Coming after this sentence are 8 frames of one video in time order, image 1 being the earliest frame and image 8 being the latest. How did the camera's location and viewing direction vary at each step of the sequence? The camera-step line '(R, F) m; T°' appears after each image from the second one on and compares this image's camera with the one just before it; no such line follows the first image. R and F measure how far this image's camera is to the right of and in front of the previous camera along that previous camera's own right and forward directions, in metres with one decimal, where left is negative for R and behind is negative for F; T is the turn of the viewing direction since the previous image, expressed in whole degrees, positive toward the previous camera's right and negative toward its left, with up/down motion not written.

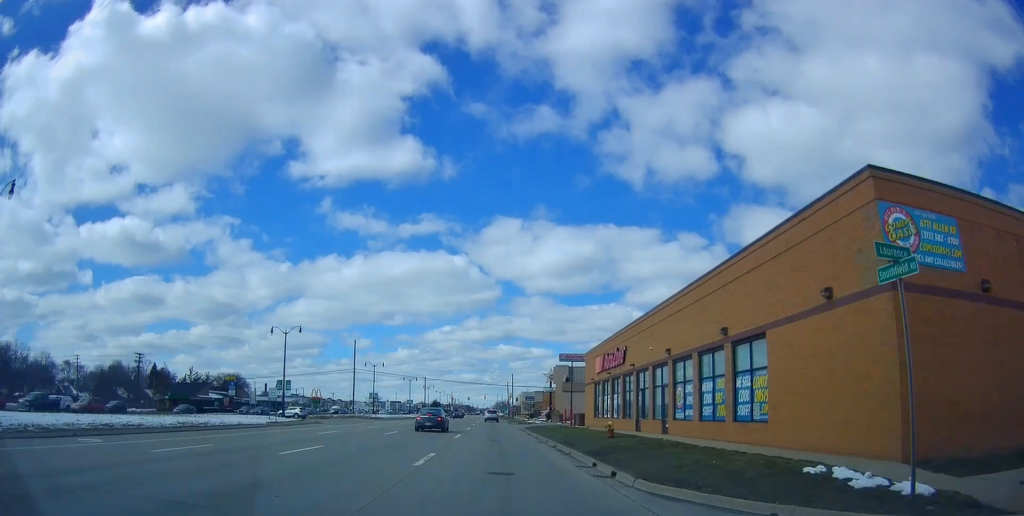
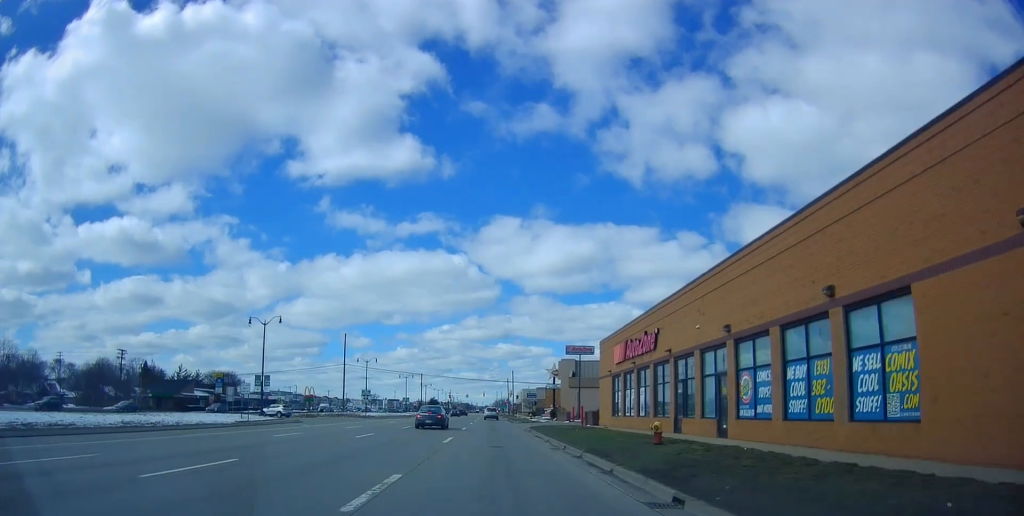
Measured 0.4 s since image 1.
(-0.3, +6.7) m; -1°
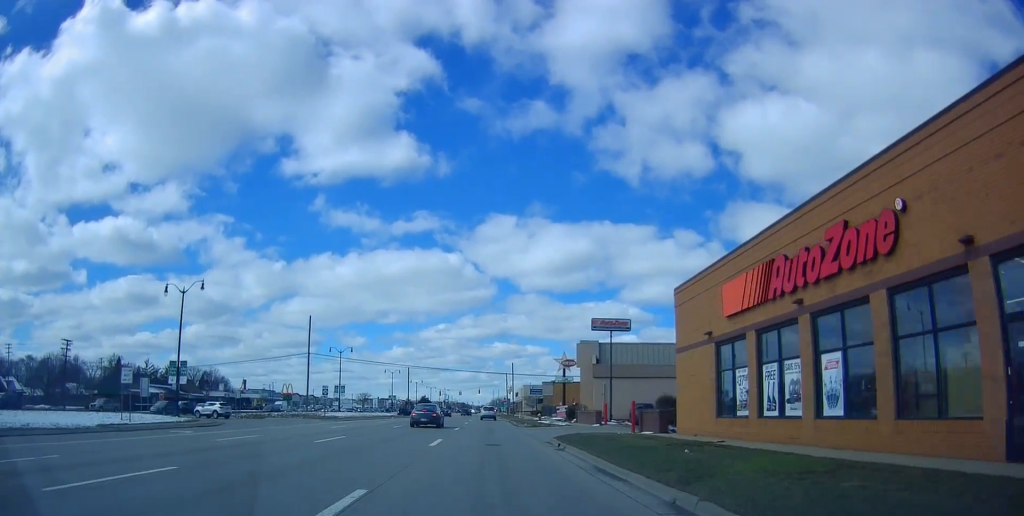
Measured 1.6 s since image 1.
(-0.3, +17.9) m; -1°
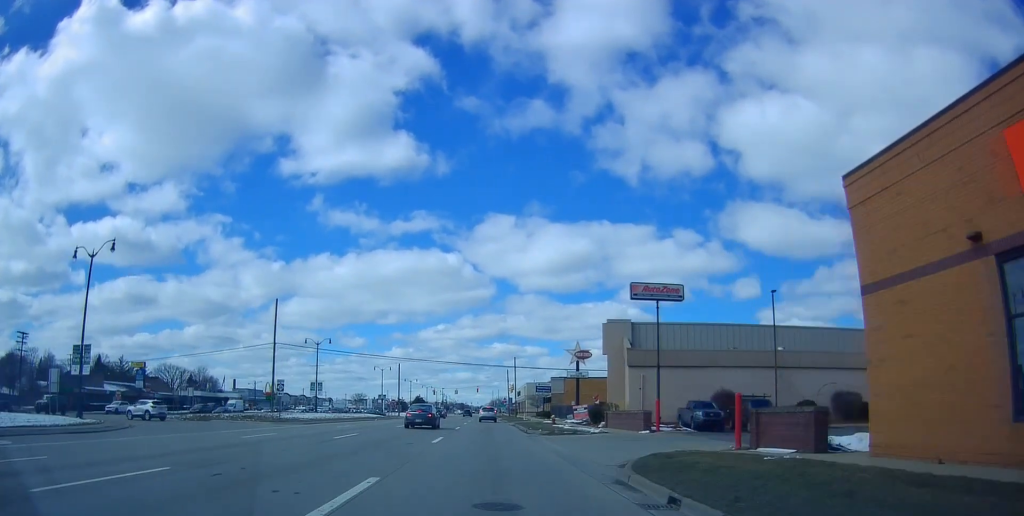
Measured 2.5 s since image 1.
(0.0, +13.3) m; +1°
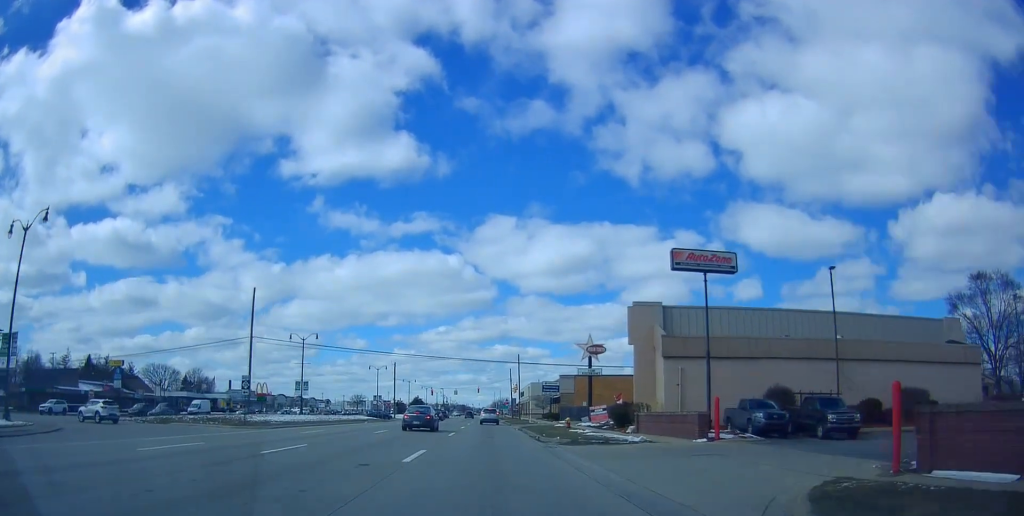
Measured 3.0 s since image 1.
(-0.1, +7.7) m; +1°
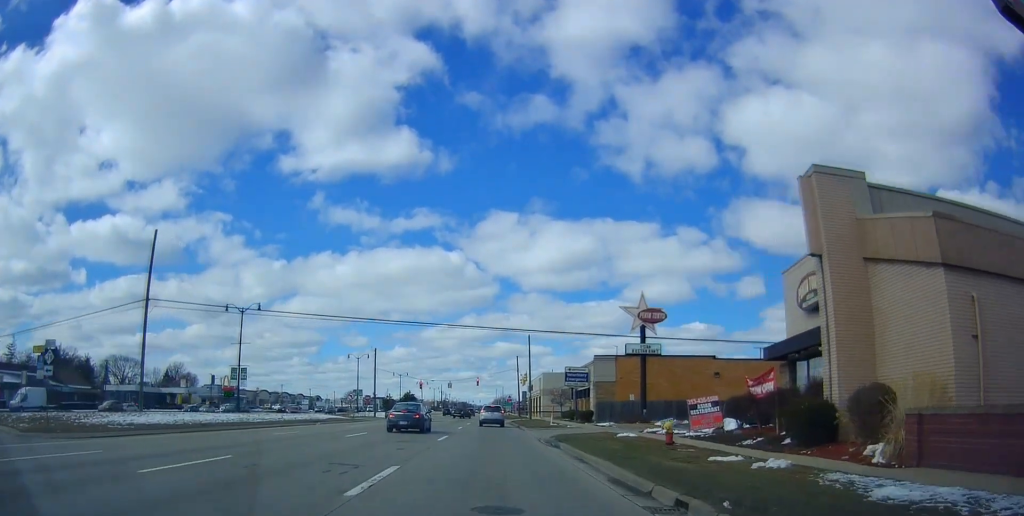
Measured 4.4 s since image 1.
(+0.2, +22.0) m; 0°
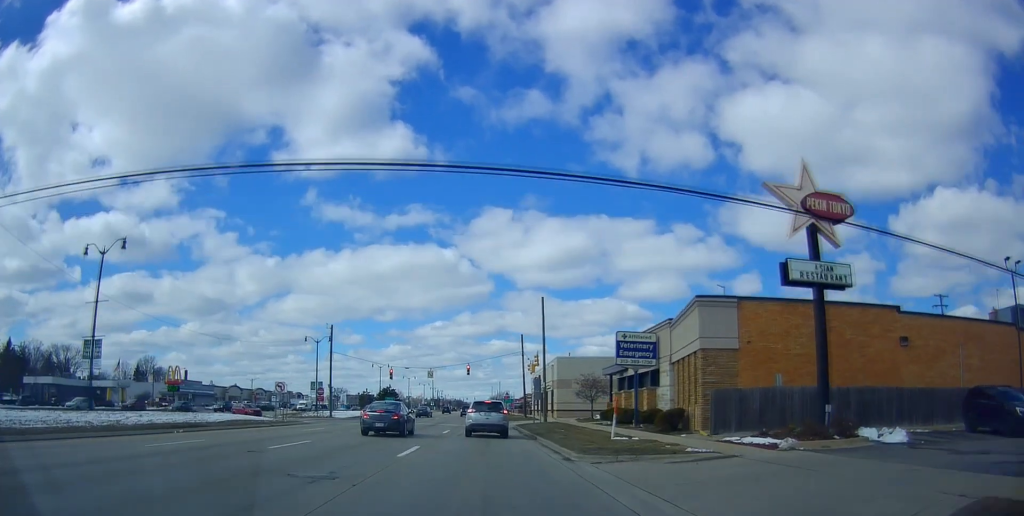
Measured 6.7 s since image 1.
(-0.5, +24.1) m; 0°
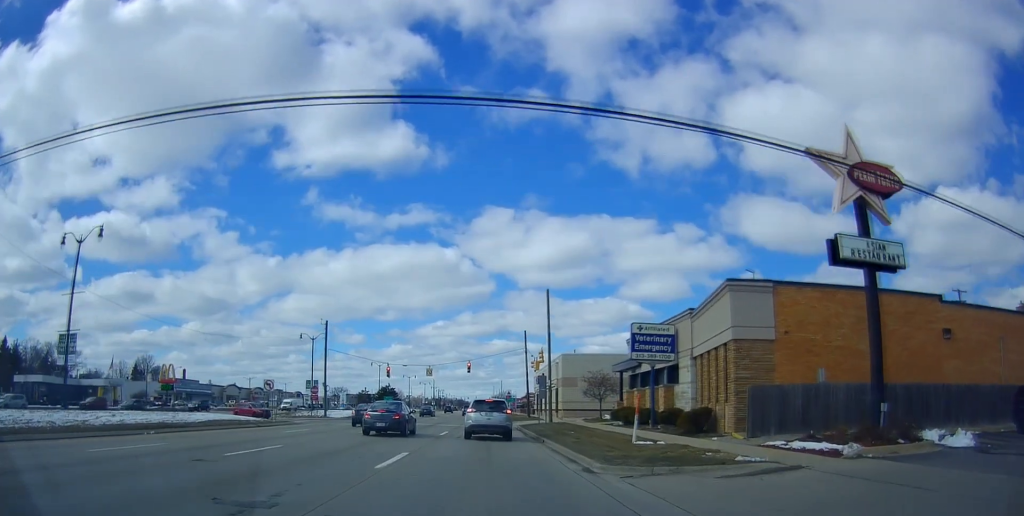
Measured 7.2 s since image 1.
(0.0, +3.1) m; +1°
